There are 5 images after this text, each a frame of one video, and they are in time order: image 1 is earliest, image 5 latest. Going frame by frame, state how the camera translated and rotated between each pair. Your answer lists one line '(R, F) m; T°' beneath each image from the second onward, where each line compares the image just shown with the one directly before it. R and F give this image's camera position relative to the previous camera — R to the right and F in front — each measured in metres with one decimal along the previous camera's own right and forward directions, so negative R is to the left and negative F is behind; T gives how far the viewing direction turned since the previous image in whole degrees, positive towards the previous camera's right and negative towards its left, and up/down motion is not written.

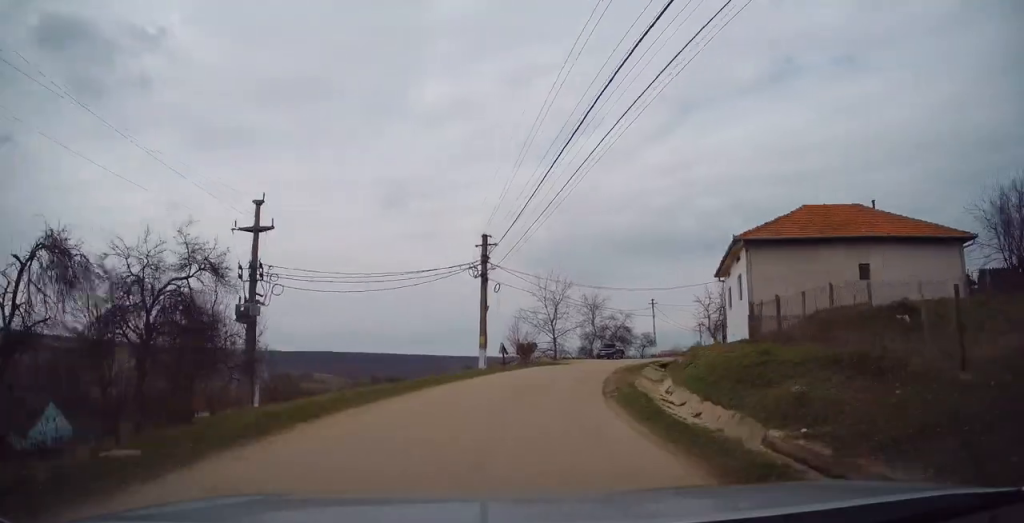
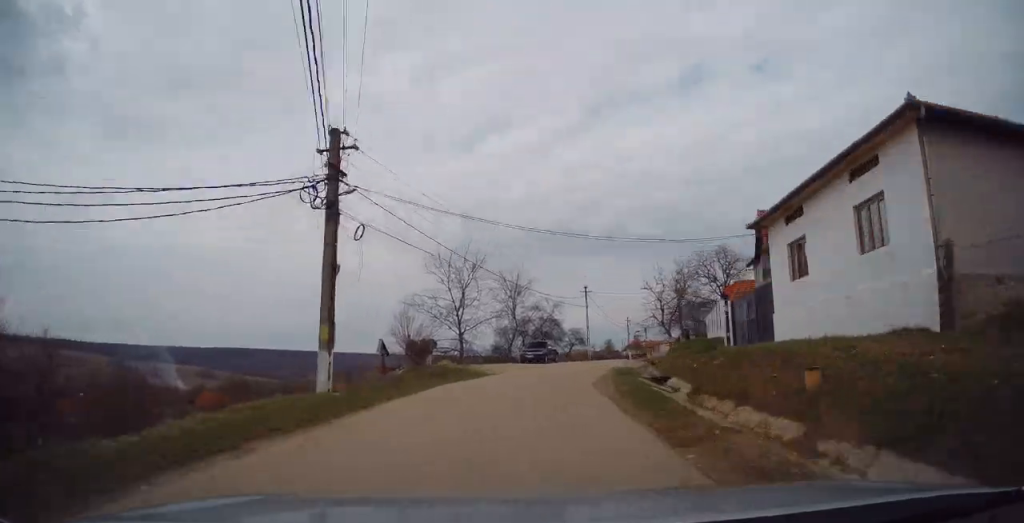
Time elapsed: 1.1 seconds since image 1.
(+1.4, +15.1) m; +10°
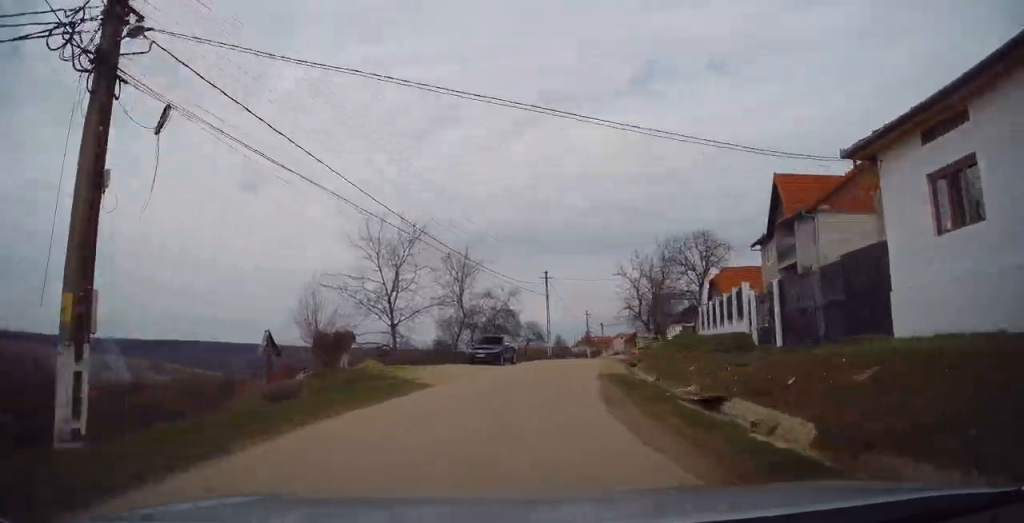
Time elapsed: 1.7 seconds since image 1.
(+0.2, +8.8) m; +5°
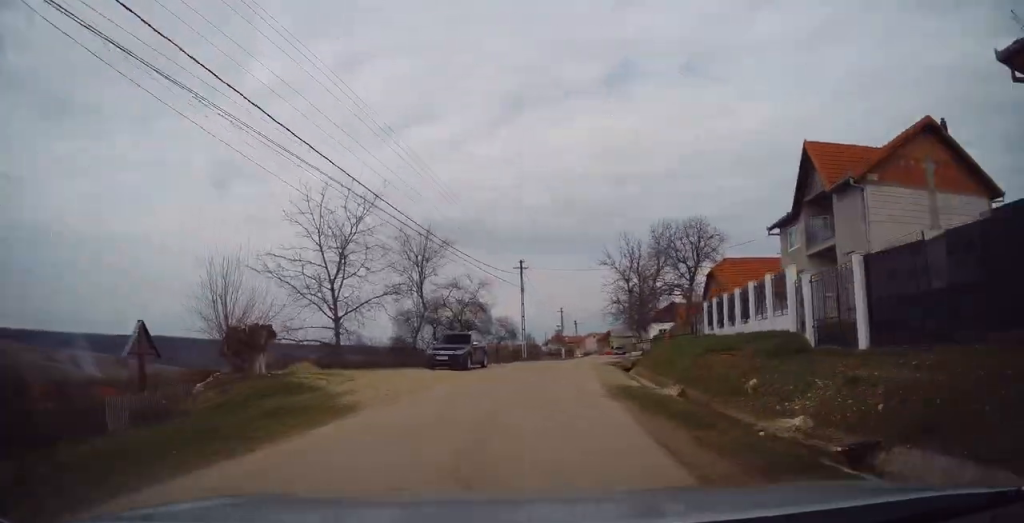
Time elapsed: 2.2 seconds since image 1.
(+0.4, +6.1) m; +4°
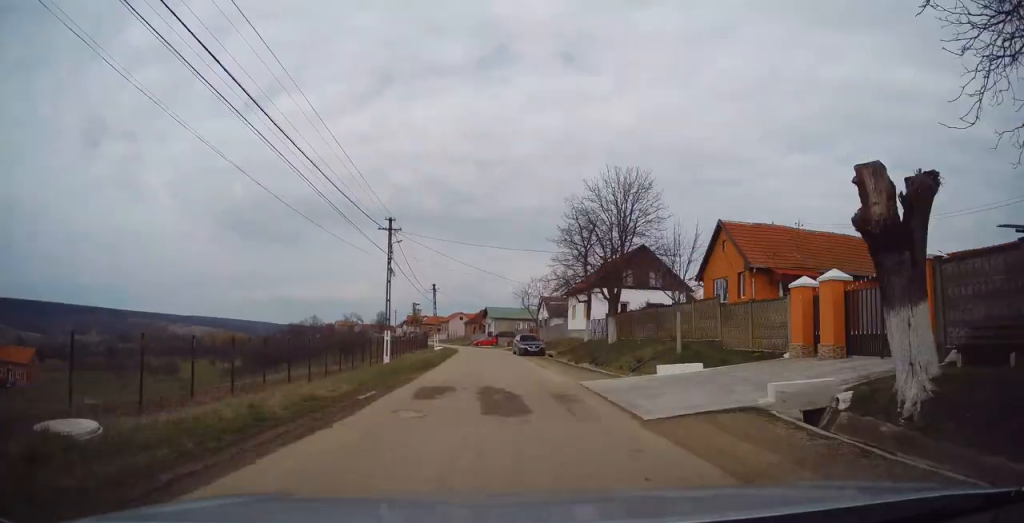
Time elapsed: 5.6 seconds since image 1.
(+8.7, +50.9) m; +14°
